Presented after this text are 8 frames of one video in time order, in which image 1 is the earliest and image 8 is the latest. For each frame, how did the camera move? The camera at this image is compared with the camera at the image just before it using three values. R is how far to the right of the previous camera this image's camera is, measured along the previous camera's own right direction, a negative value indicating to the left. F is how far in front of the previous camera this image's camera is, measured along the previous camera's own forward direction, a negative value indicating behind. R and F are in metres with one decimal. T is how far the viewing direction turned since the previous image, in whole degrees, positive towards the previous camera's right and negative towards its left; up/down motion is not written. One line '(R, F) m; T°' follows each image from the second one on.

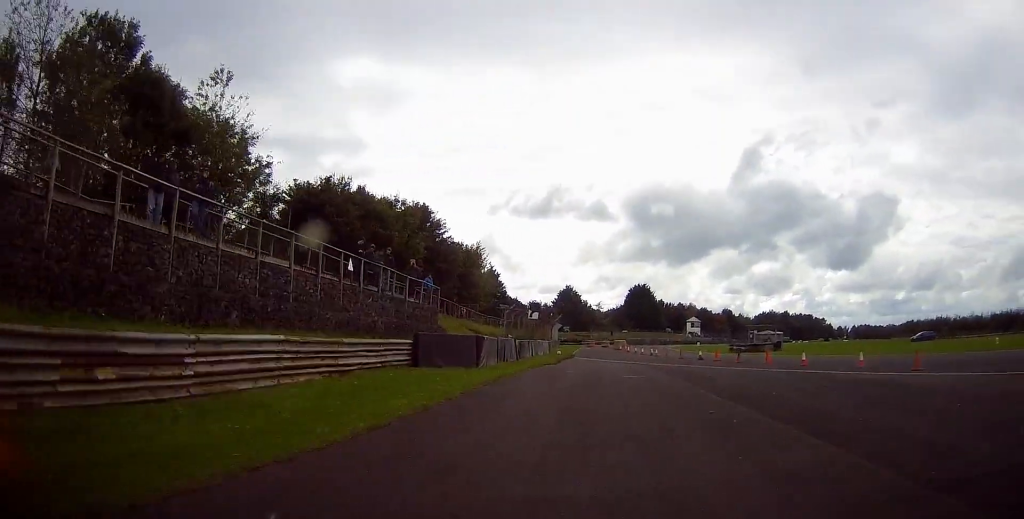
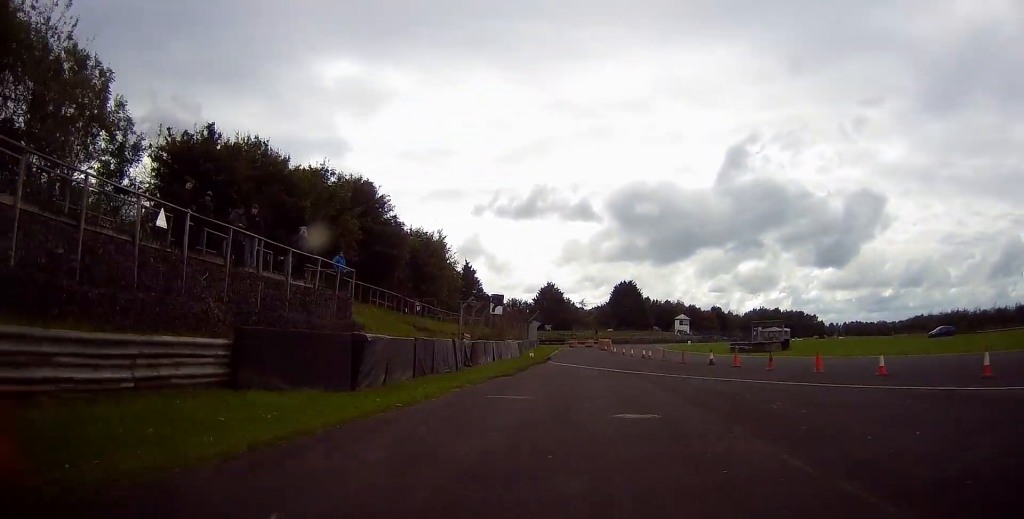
(+0.6, +10.2) m; +4°
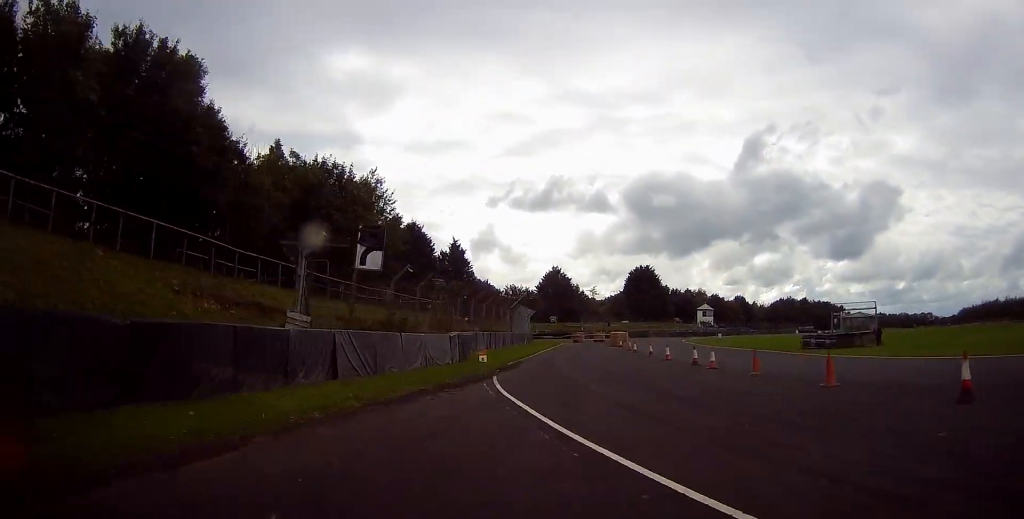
(+0.6, +23.6) m; +1°
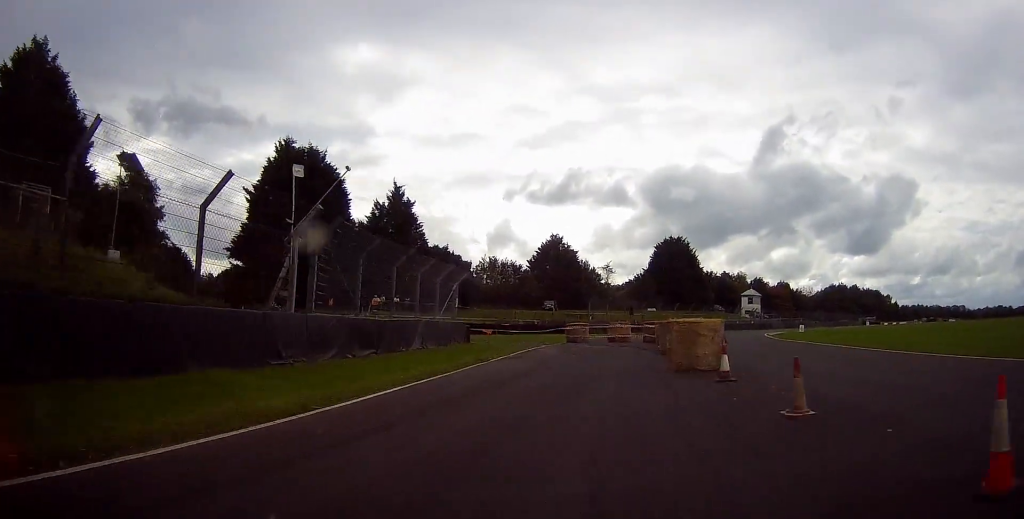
(-0.8, +41.1) m; -1°
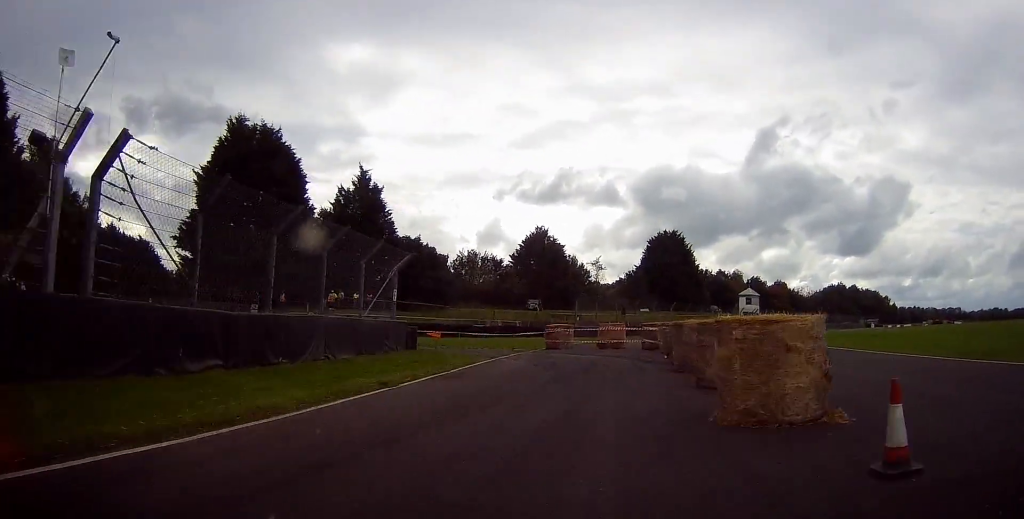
(0.0, +8.6) m; 0°
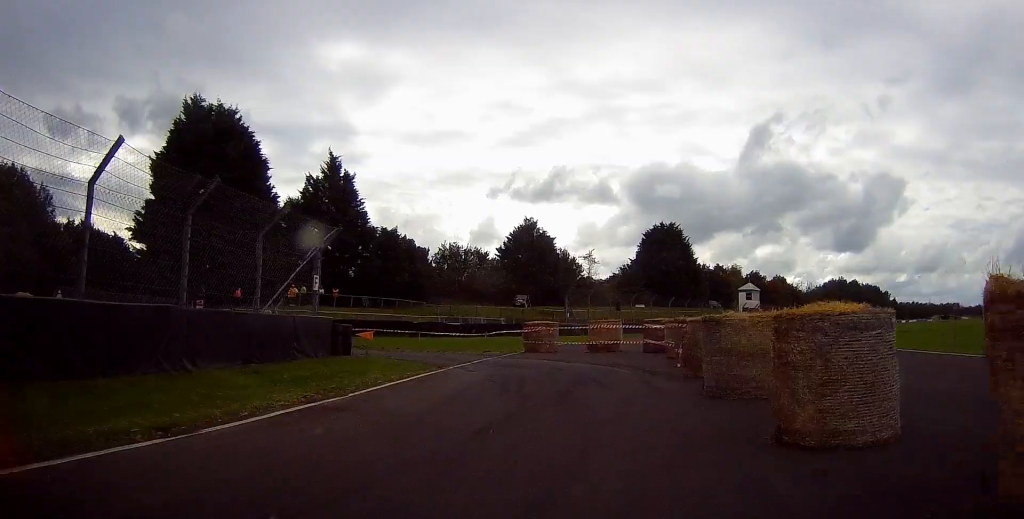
(0.0, +6.3) m; -1°
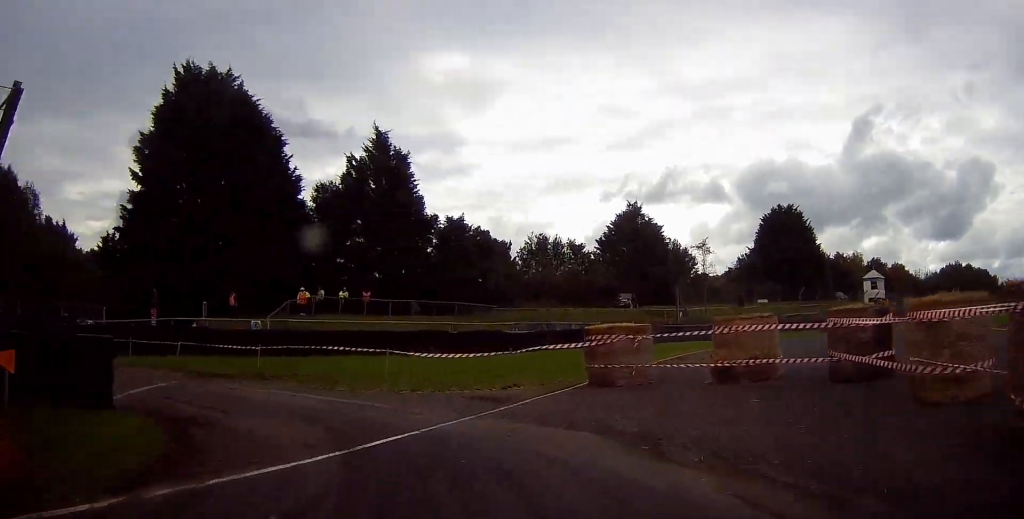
(-0.3, +15.5) m; -14°
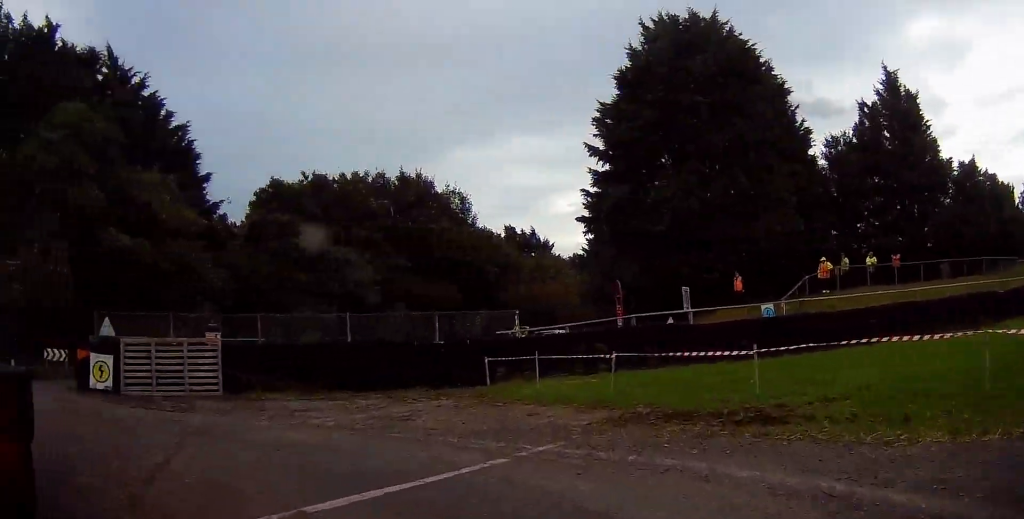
(-1.9, +7.8) m; -43°
